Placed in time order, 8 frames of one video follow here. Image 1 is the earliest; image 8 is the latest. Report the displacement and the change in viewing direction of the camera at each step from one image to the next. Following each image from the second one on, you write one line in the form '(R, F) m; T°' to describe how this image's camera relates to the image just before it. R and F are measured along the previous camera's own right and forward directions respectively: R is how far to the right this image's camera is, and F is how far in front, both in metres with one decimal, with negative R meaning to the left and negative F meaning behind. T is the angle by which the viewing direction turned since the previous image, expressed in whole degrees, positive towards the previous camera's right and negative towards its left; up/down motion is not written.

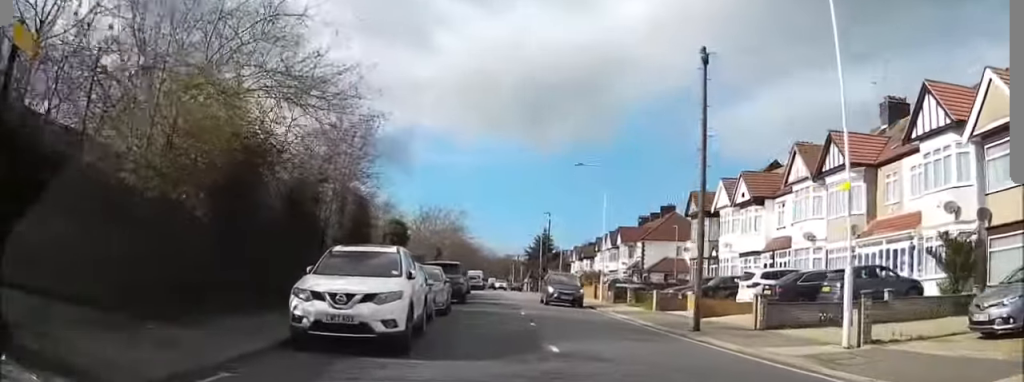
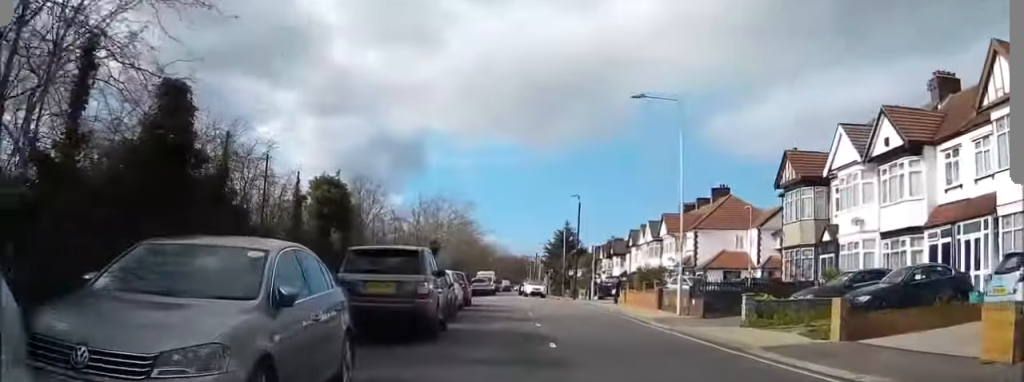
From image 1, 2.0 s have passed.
(-0.2, +17.4) m; -2°
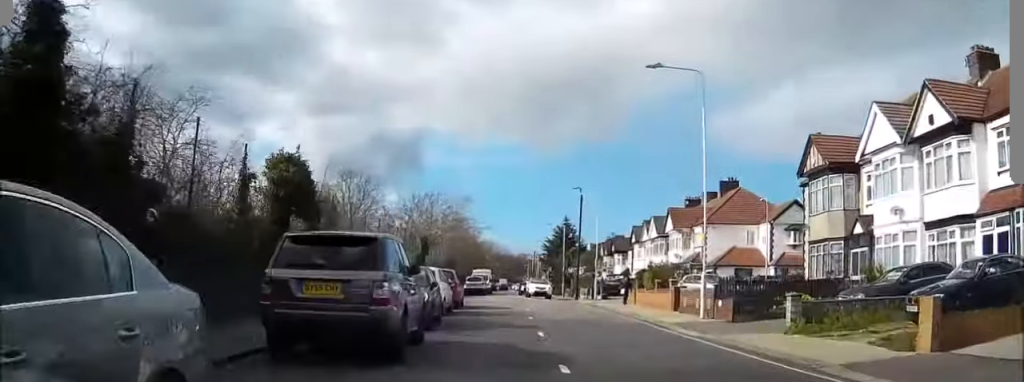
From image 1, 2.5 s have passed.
(-0.1, +3.8) m; 0°
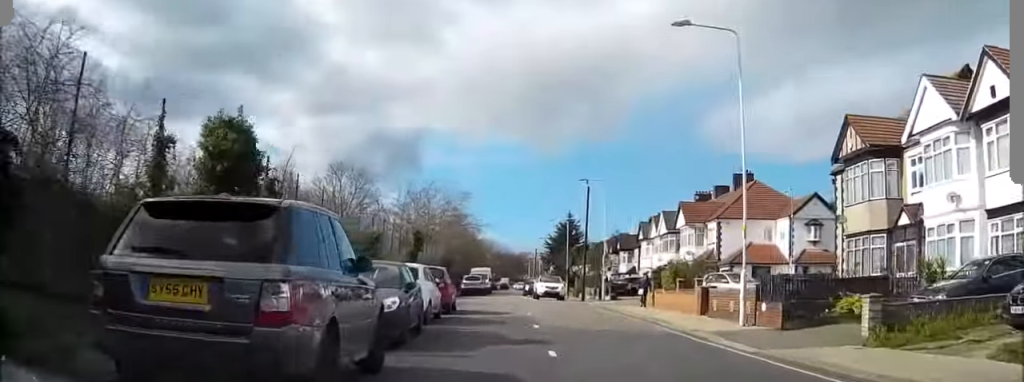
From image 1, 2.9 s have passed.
(0.0, +4.1) m; 0°
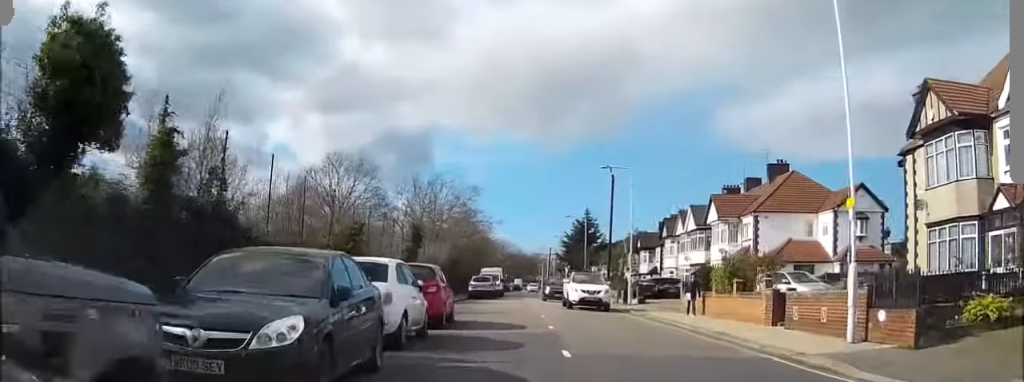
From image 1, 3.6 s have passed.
(+0.1, +6.1) m; +1°
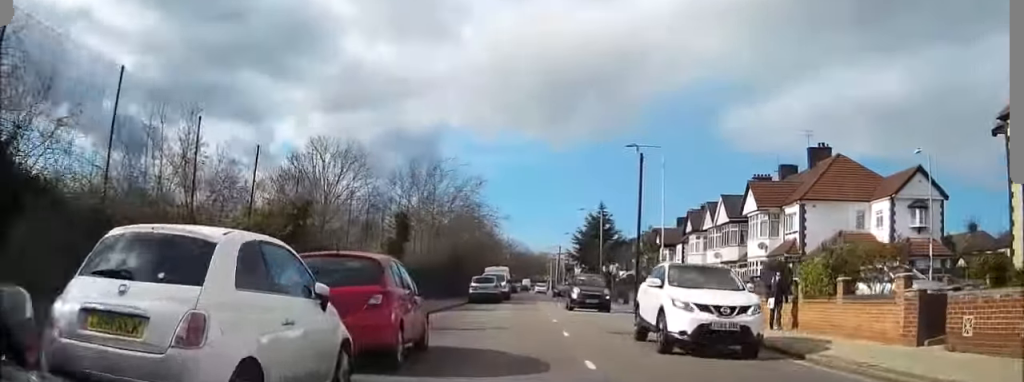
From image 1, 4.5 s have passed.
(0.0, +7.4) m; 0°
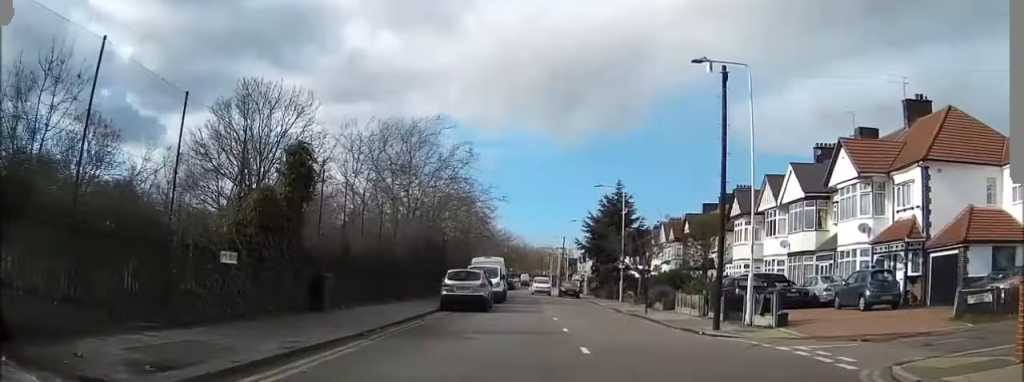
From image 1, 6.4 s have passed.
(0.0, +14.6) m; +1°
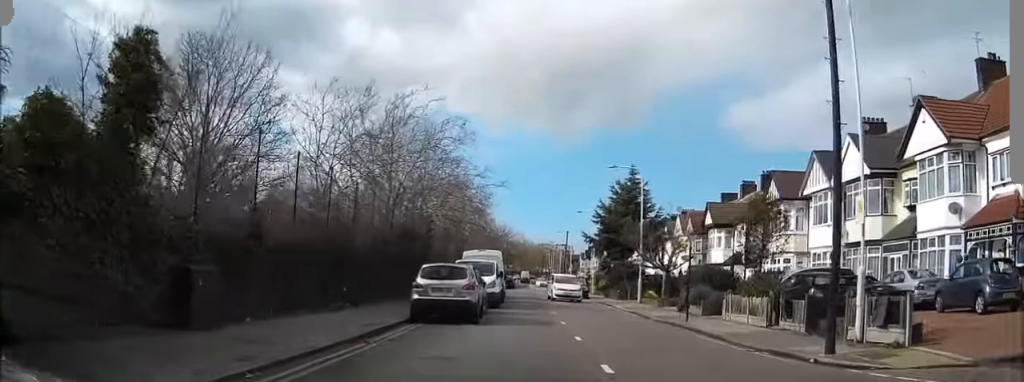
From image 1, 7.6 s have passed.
(+0.1, +8.1) m; -4°
